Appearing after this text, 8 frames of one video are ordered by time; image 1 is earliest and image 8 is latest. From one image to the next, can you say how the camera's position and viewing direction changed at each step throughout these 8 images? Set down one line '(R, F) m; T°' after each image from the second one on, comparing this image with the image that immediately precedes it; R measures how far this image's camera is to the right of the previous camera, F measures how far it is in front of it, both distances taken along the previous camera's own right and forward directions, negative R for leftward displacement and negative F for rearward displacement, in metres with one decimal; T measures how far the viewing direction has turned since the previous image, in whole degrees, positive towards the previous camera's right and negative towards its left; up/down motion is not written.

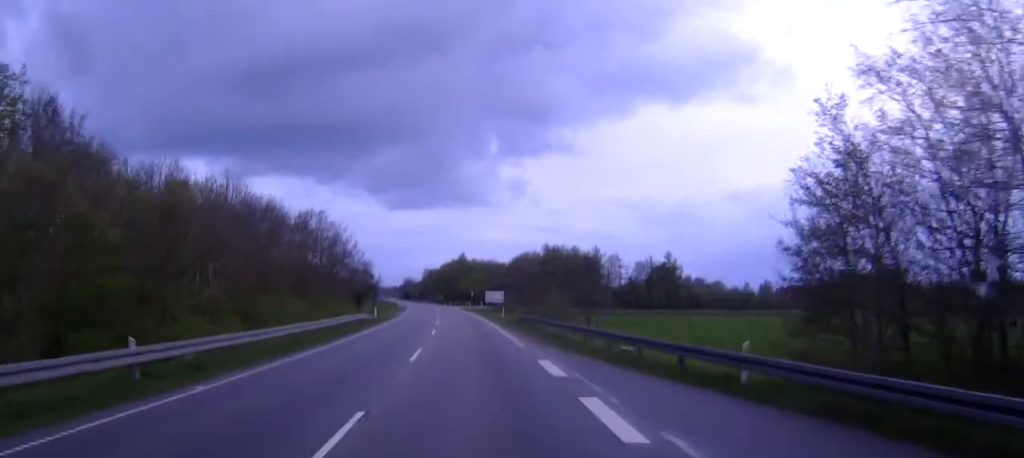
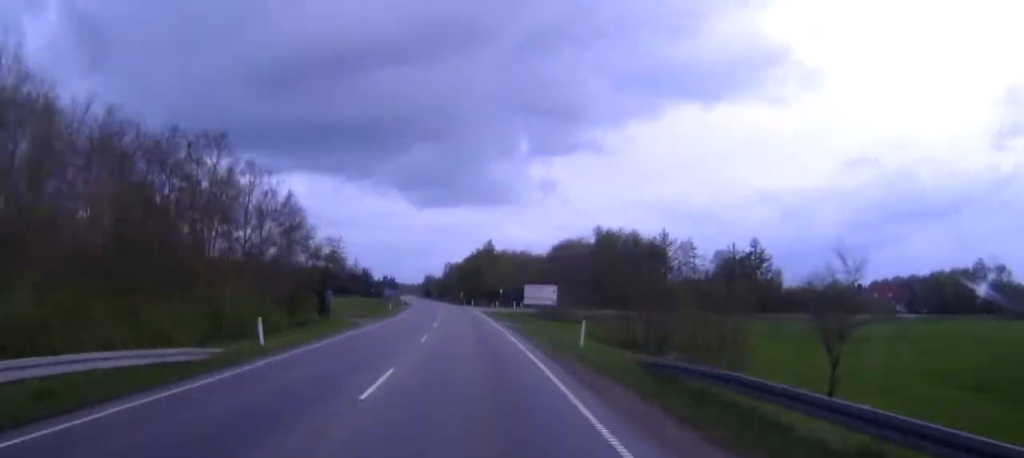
(-0.6, +37.2) m; -2°
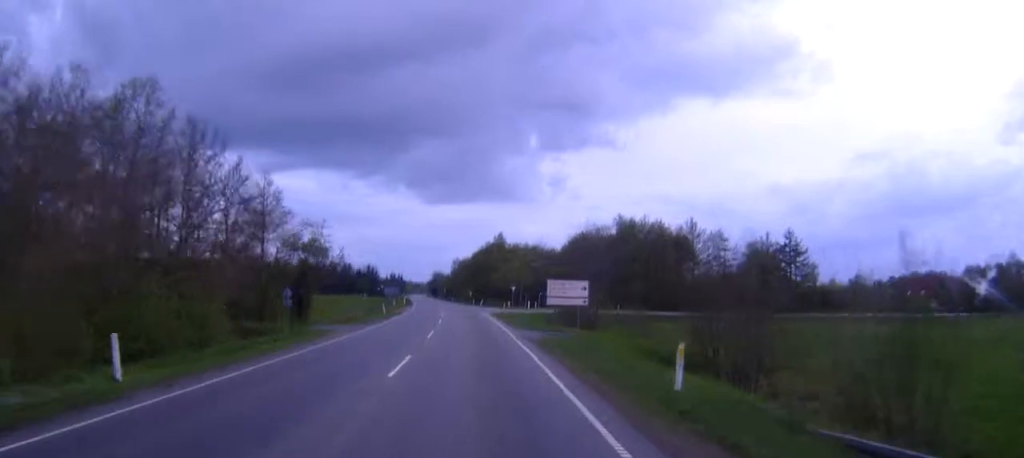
(0.0, +10.6) m; -1°
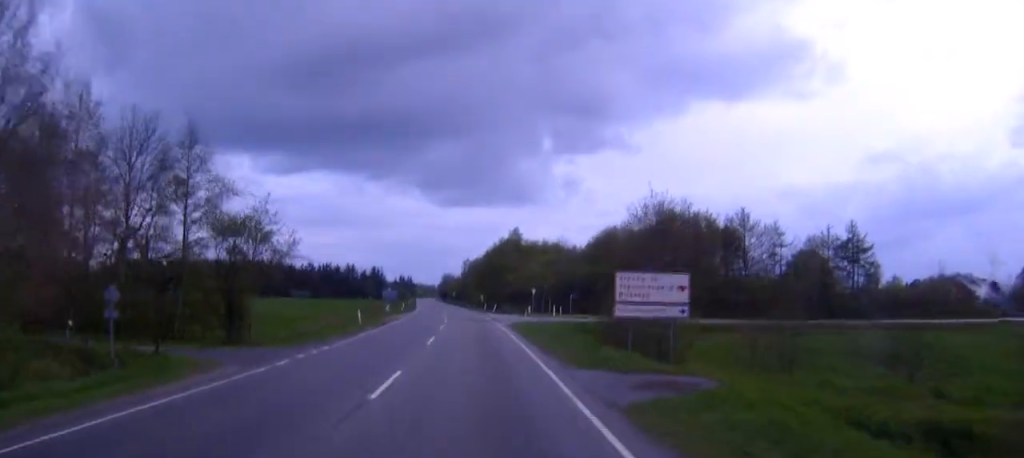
(-0.2, +16.7) m; -1°
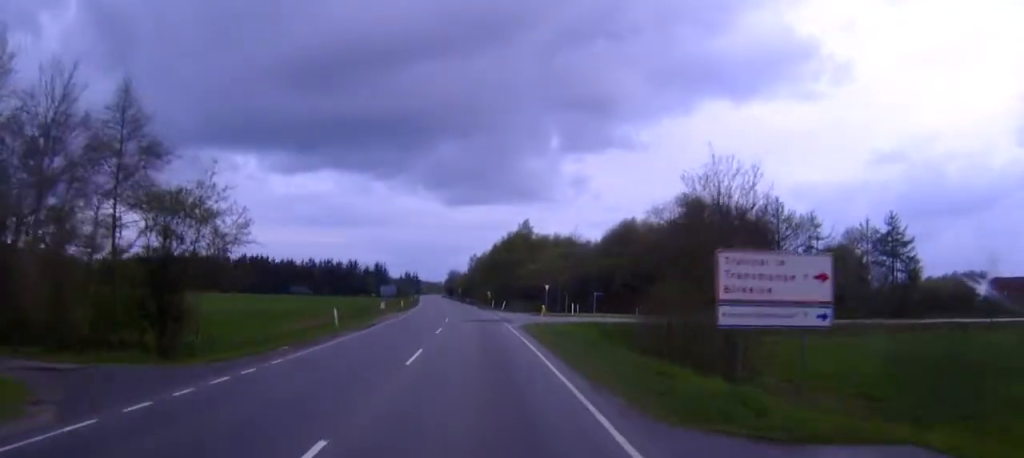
(0.0, +9.6) m; 0°
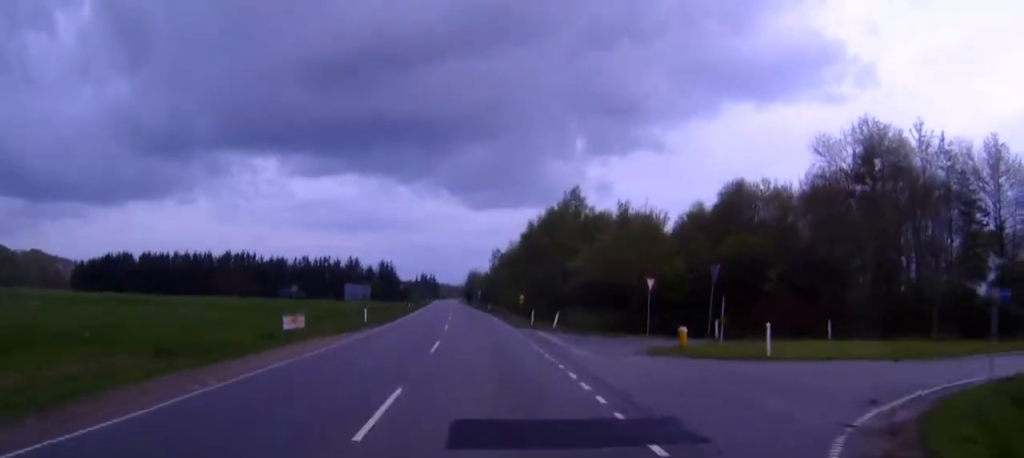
(-0.8, +42.4) m; -2°
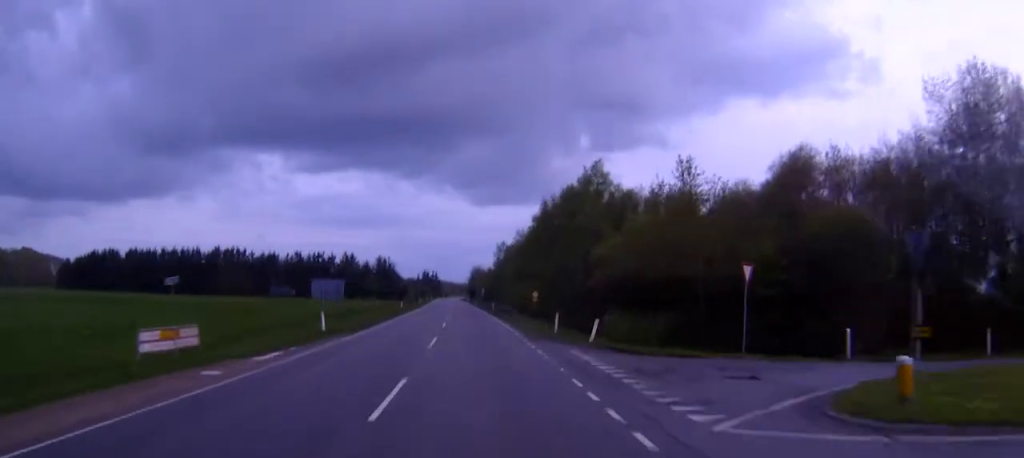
(0.0, +14.0) m; 0°
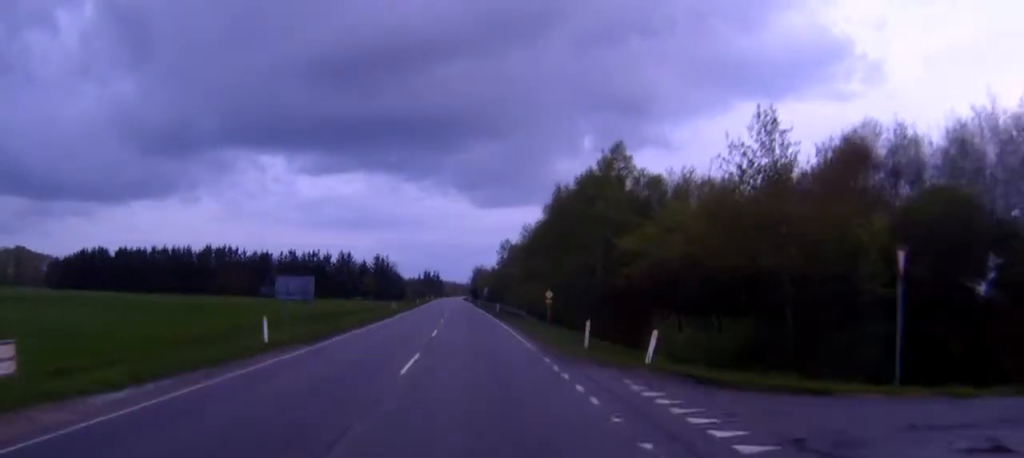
(0.0, +9.7) m; 0°
